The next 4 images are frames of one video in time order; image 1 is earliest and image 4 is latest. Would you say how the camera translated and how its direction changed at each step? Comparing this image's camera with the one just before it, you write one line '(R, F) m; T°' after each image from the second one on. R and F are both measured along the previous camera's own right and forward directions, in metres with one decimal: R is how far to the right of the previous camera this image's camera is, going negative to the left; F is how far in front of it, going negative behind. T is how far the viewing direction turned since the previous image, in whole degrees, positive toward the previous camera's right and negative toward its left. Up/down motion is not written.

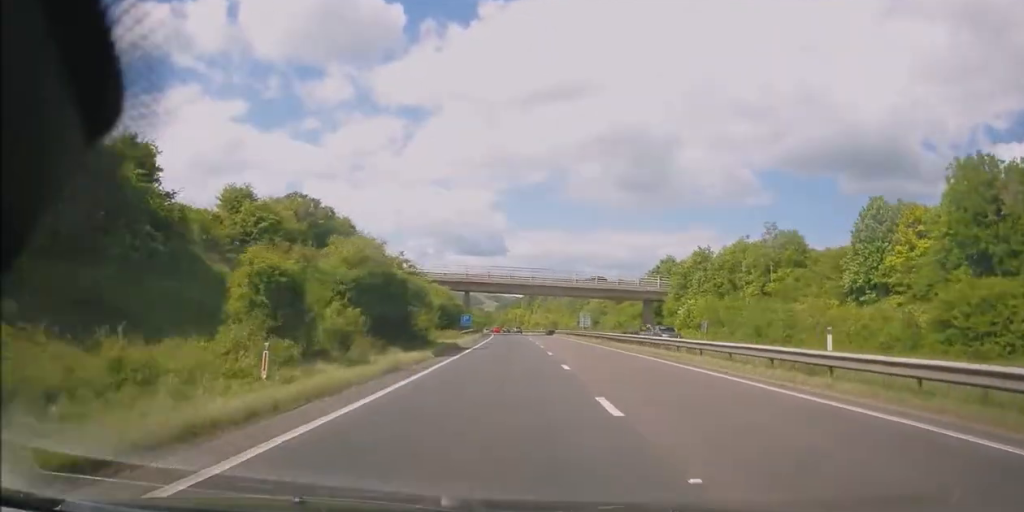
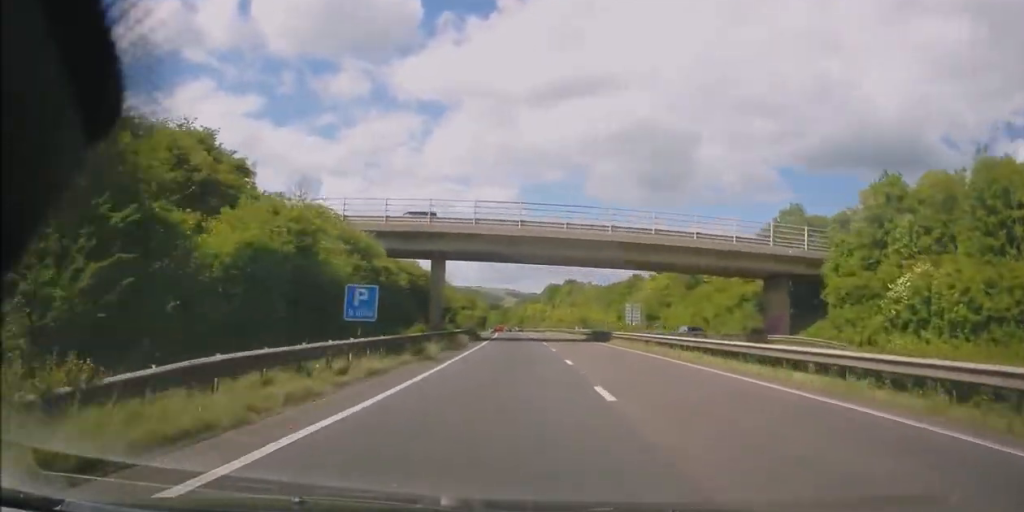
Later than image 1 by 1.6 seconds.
(-0.7, +42.0) m; -2°
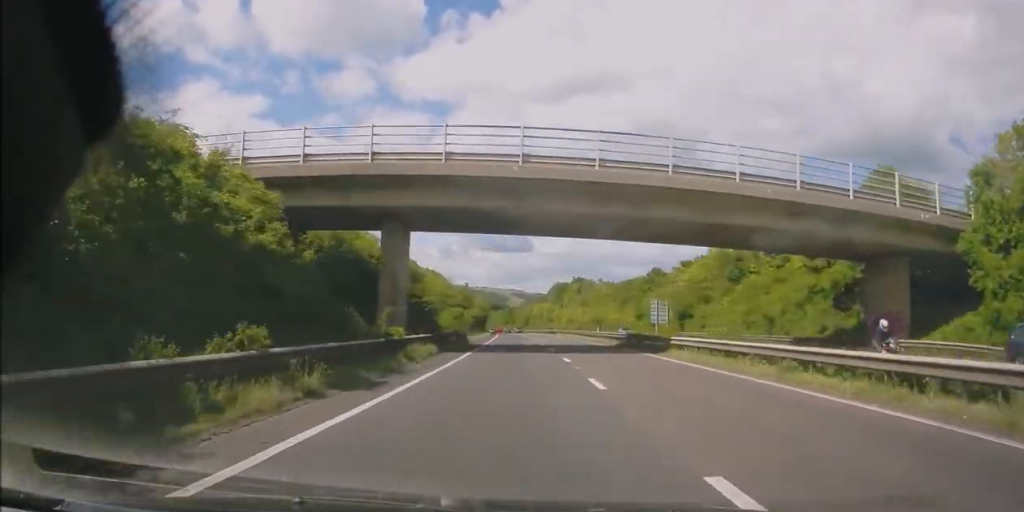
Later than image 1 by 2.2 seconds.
(0.0, +15.9) m; -1°
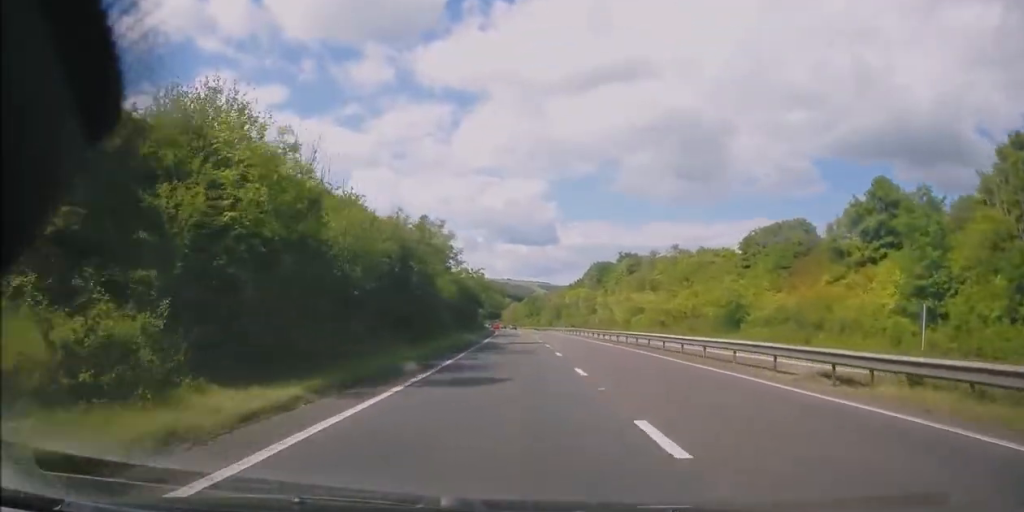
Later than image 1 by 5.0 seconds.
(-1.6, +76.4) m; -2°
